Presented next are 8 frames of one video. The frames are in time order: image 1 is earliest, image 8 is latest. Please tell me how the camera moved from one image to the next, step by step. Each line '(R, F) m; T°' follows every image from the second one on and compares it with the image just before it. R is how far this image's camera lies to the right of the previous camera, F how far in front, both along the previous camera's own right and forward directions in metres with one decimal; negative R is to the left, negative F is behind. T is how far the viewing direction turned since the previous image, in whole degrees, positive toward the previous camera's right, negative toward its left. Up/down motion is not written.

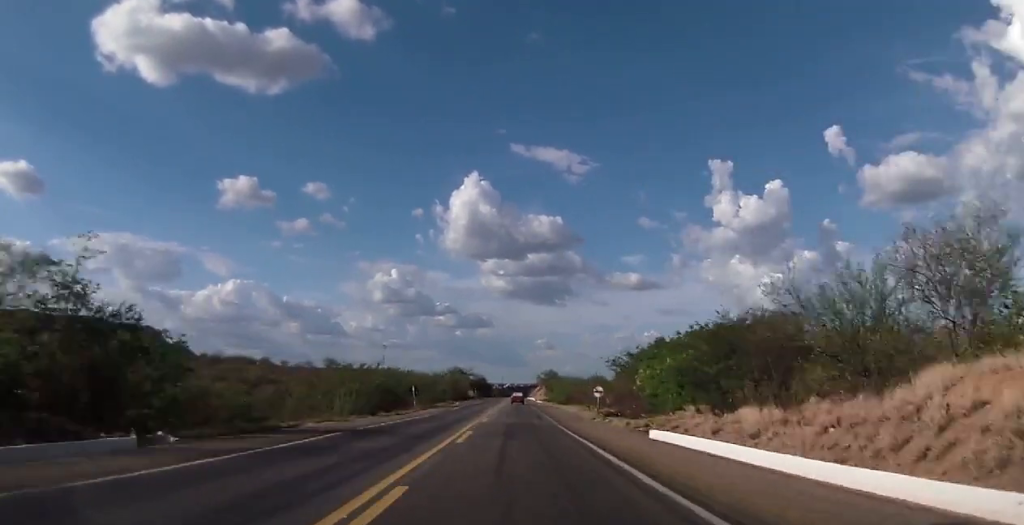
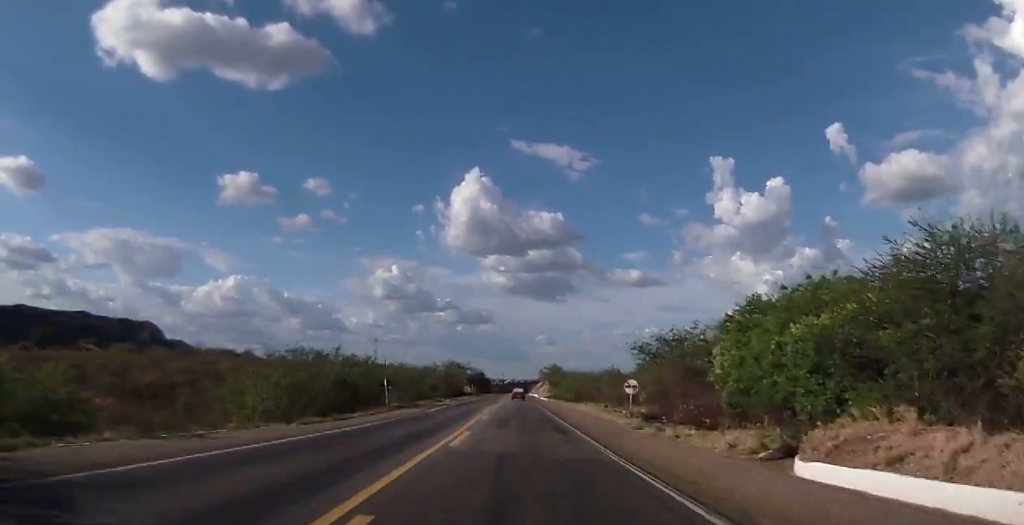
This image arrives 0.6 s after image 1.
(0.0, +15.9) m; 0°
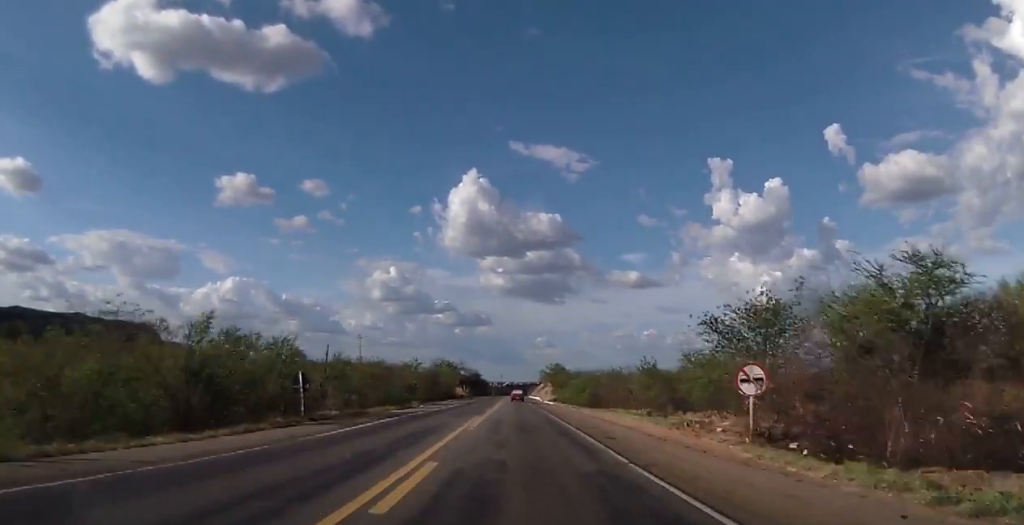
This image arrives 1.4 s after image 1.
(+0.5, +21.9) m; -1°
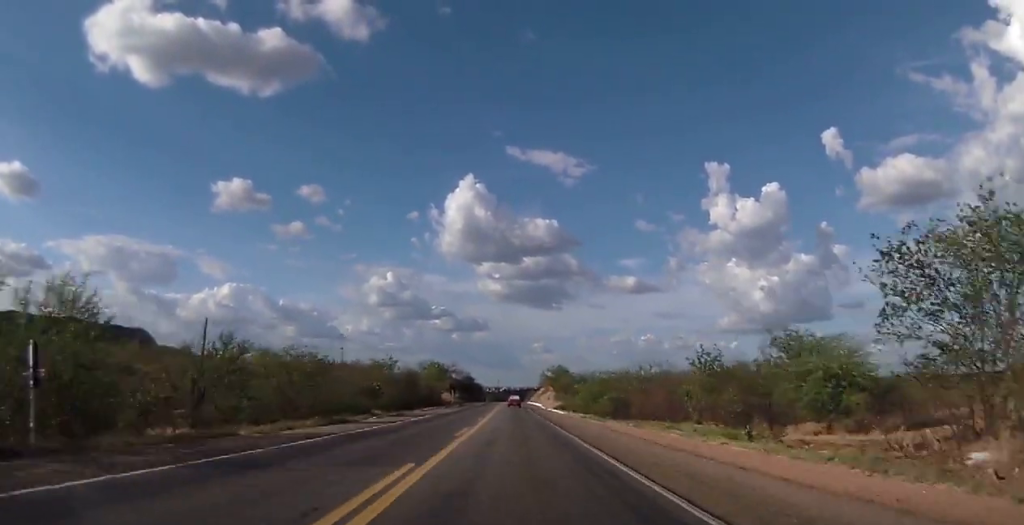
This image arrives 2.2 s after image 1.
(-0.8, +19.8) m; 0°
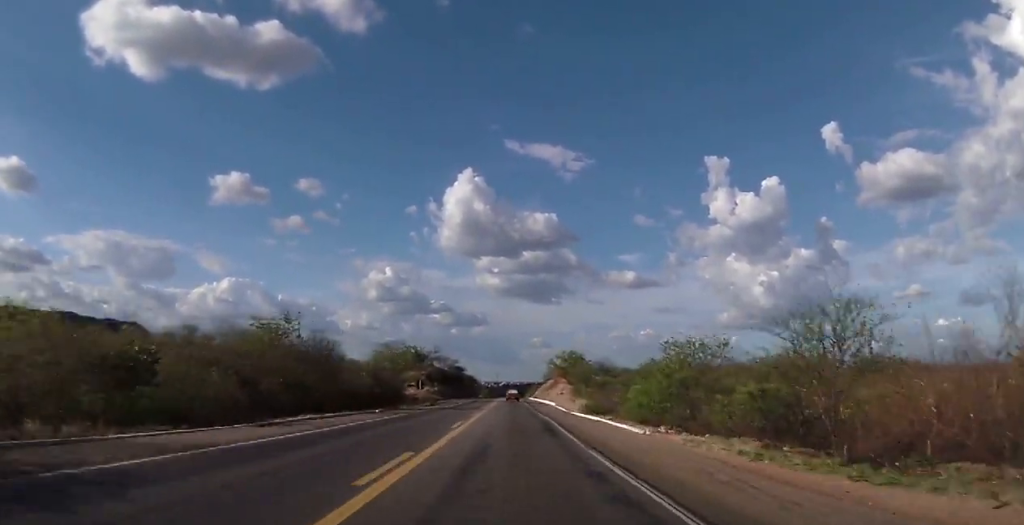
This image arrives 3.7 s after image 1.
(+0.8, +39.4) m; +1°
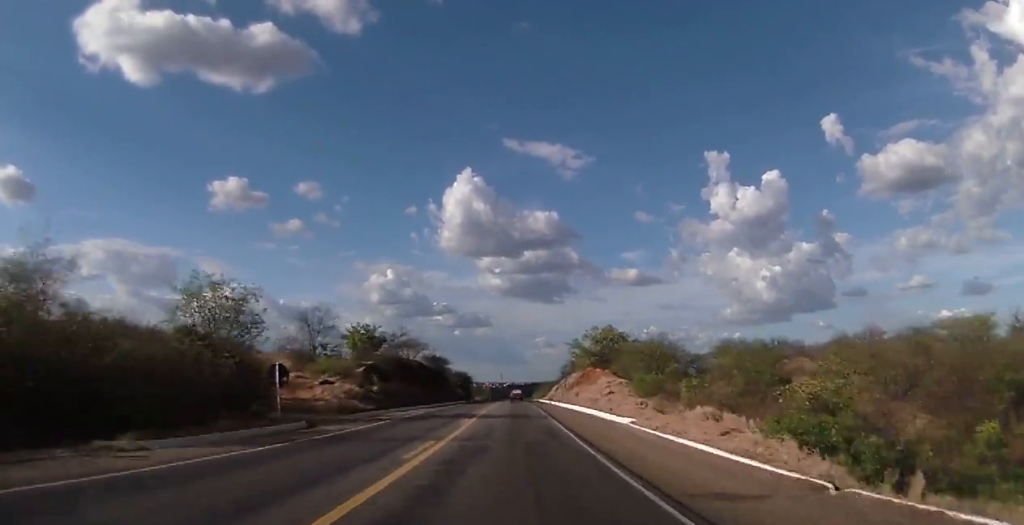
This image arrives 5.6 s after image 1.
(-0.7, +46.8) m; -1°
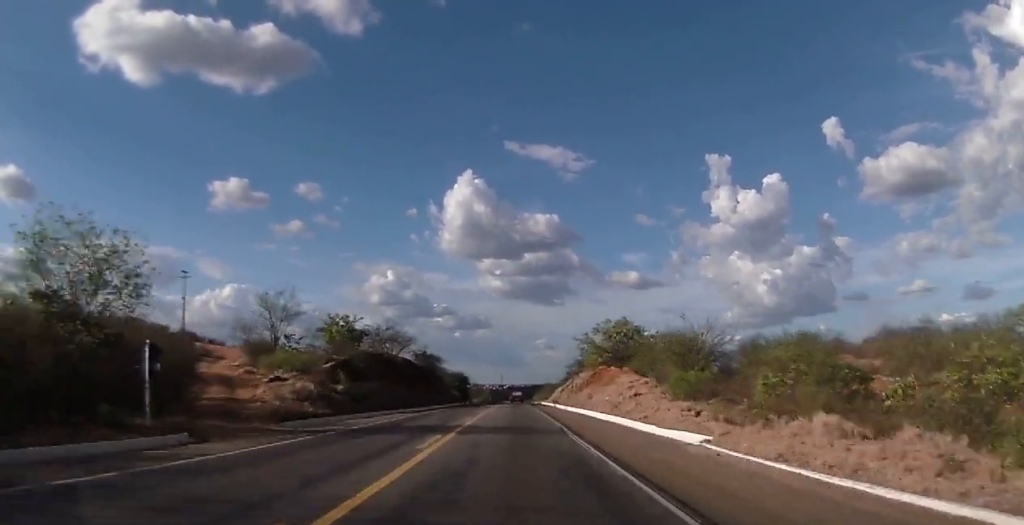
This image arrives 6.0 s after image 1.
(0.0, +11.1) m; +1°
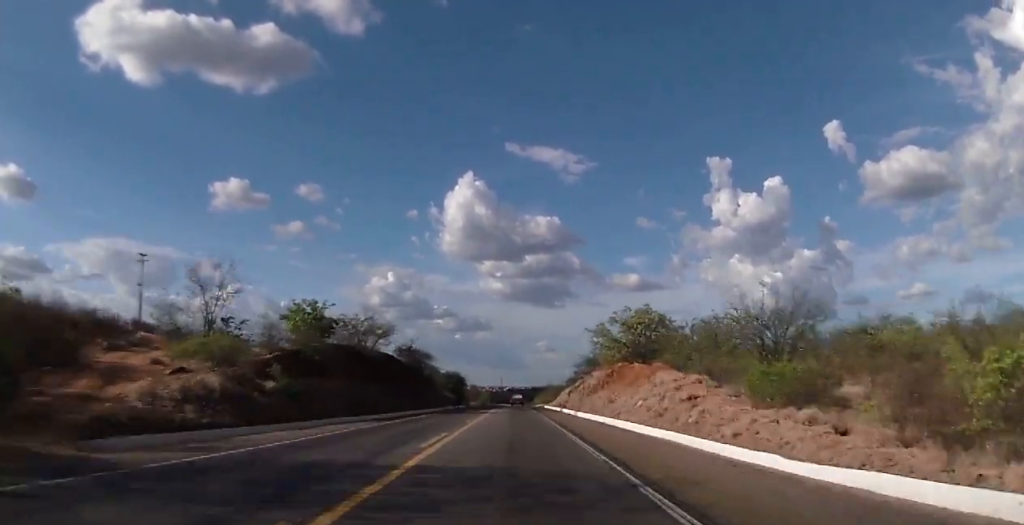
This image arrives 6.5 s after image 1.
(-0.1, +12.7) m; 0°
